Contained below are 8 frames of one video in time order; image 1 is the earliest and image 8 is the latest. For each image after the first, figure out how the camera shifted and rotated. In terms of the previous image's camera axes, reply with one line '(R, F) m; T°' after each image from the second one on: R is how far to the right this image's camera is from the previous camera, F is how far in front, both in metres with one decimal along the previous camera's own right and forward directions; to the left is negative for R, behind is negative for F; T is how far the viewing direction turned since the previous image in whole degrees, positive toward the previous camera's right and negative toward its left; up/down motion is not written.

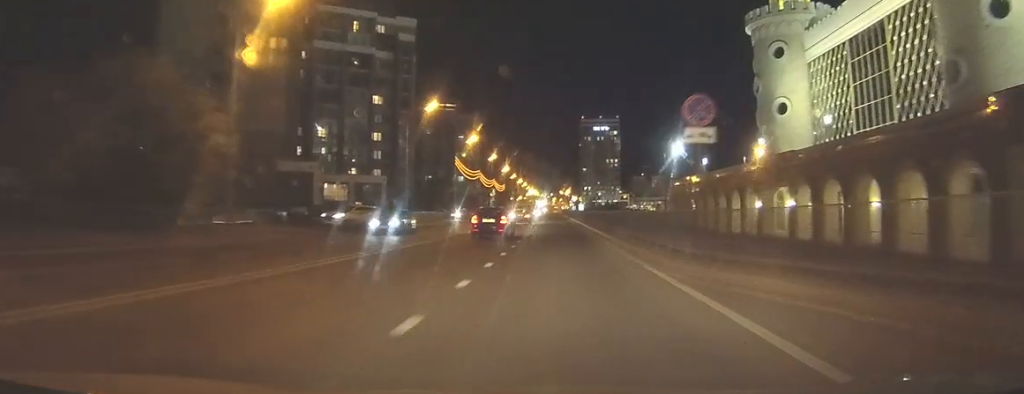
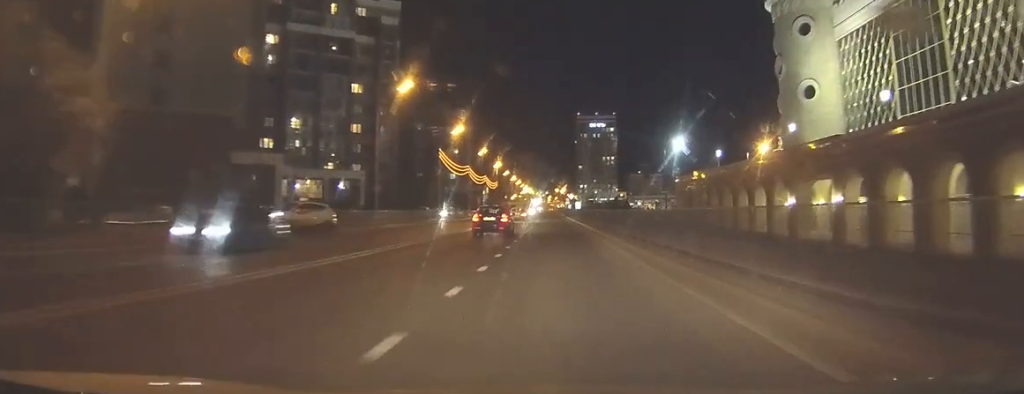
(0.0, +8.9) m; 0°
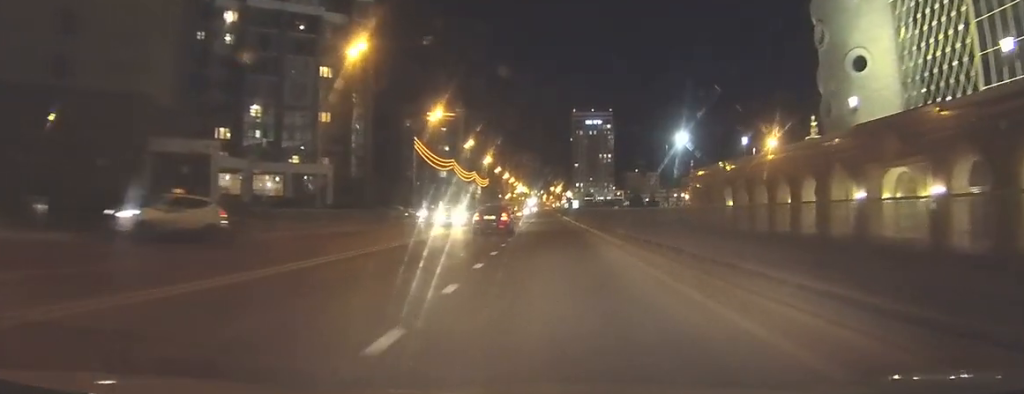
(+0.1, +11.5) m; 0°
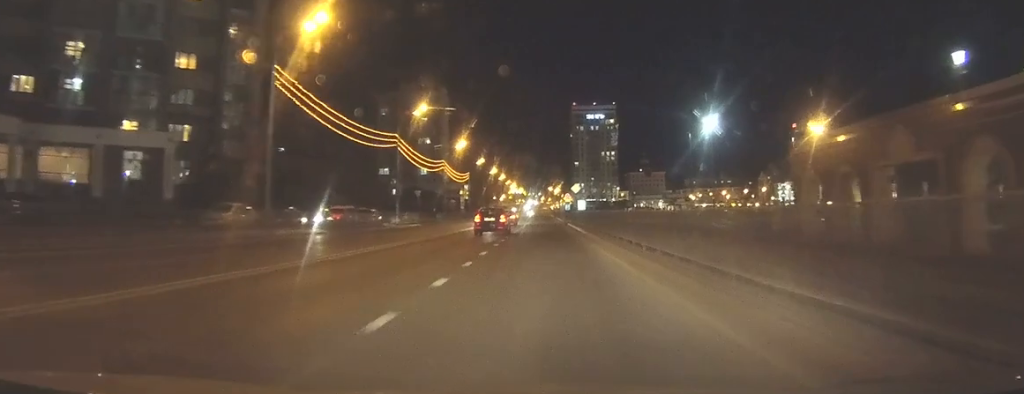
(-0.1, +34.3) m; 0°
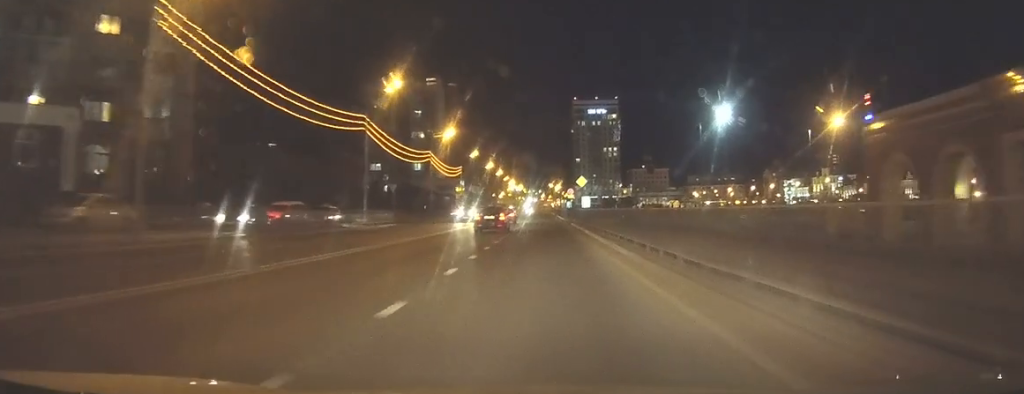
(+0.1, +10.9) m; 0°
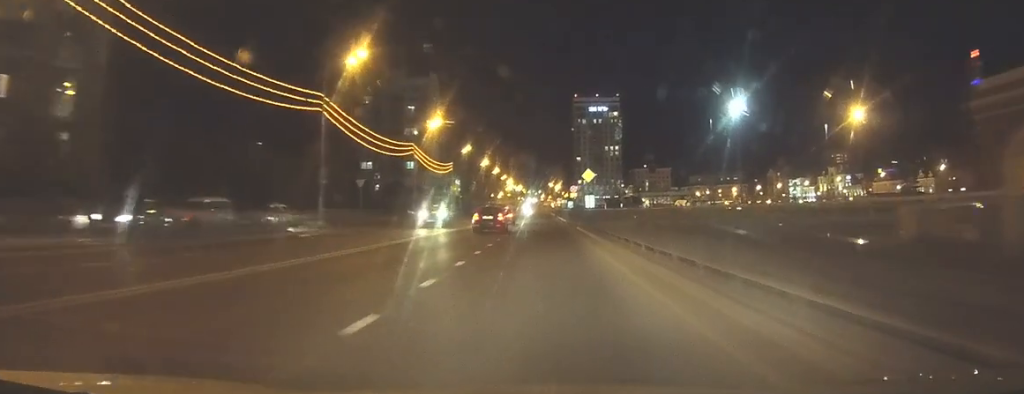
(0.0, +9.9) m; 0°
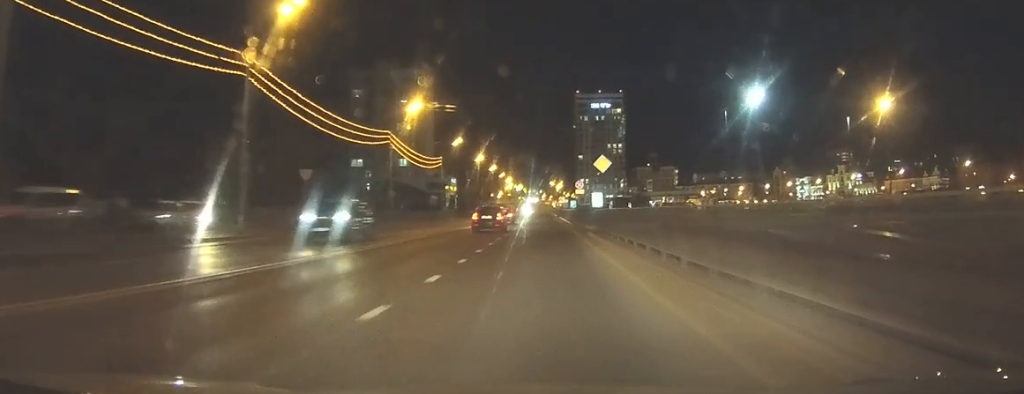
(0.0, +11.0) m; 0°
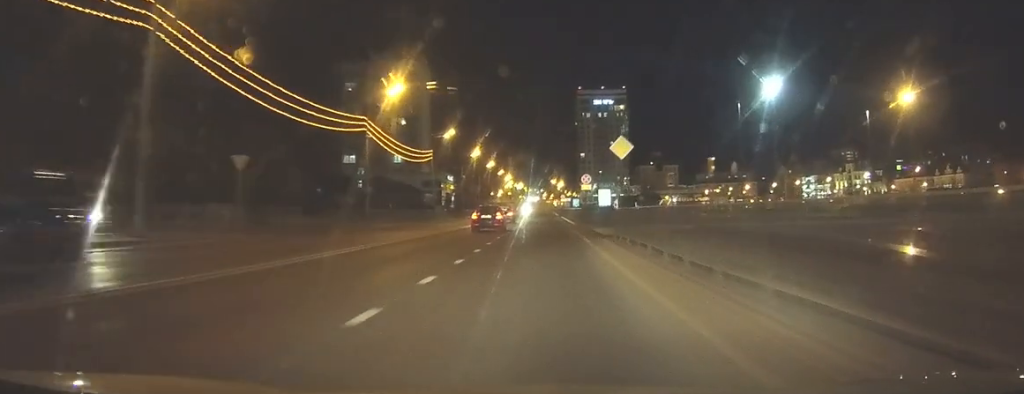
(-0.1, +8.2) m; 0°
